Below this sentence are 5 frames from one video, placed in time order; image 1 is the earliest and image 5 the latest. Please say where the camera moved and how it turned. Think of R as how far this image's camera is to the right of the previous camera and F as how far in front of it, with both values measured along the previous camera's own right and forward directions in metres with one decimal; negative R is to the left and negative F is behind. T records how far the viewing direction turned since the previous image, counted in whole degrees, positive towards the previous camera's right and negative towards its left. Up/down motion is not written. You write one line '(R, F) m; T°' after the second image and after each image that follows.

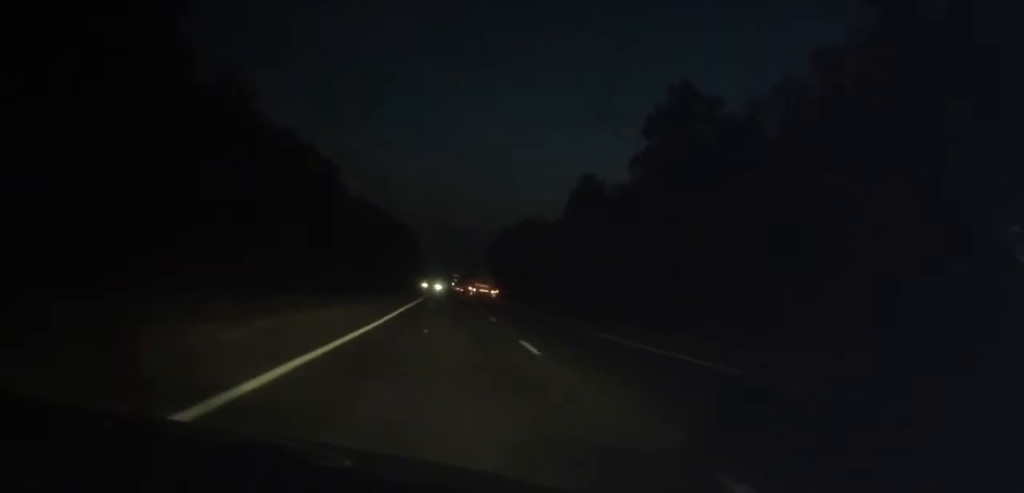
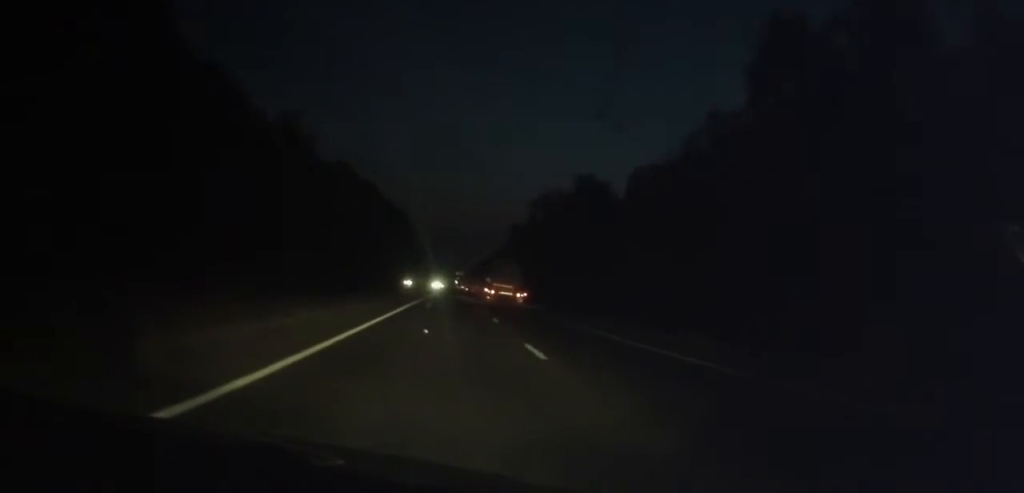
(+0.1, +66.0) m; 0°
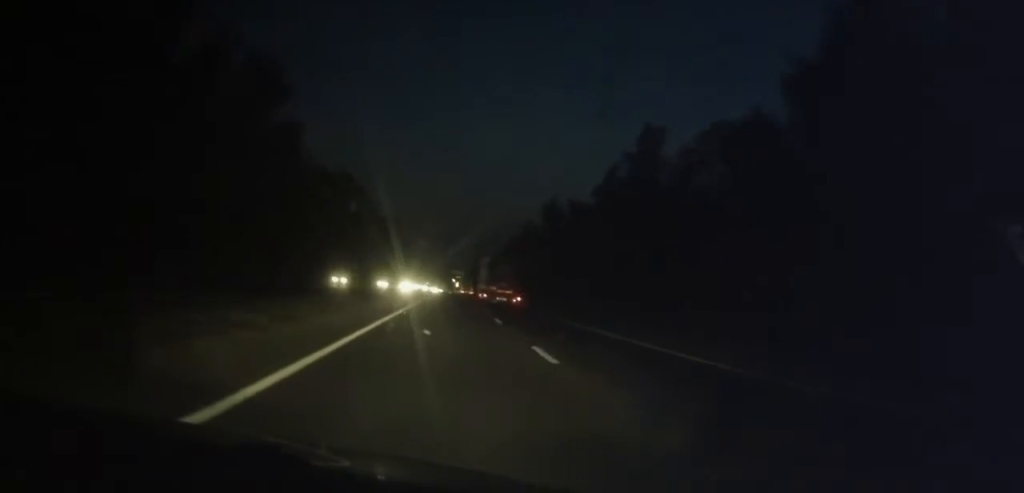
(+0.8, +356.3) m; 0°
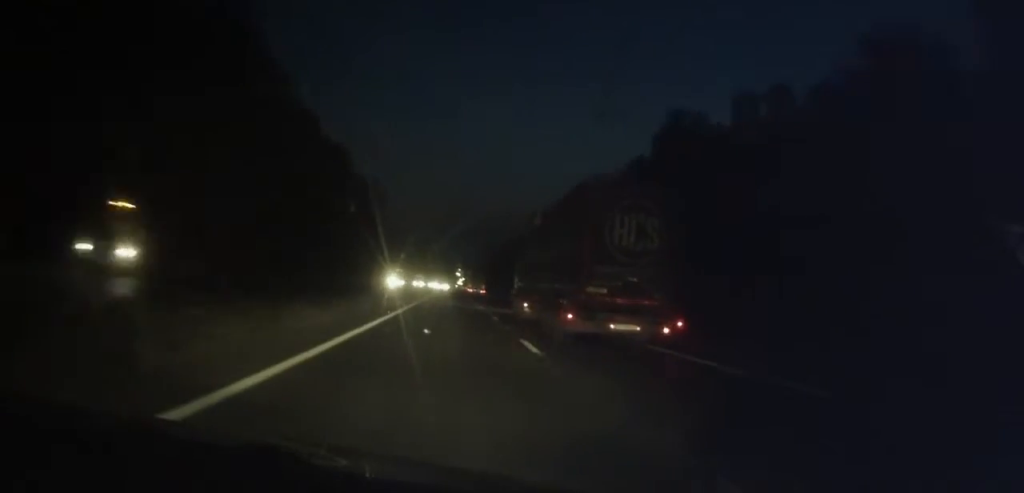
(-0.1, +160.4) m; 0°
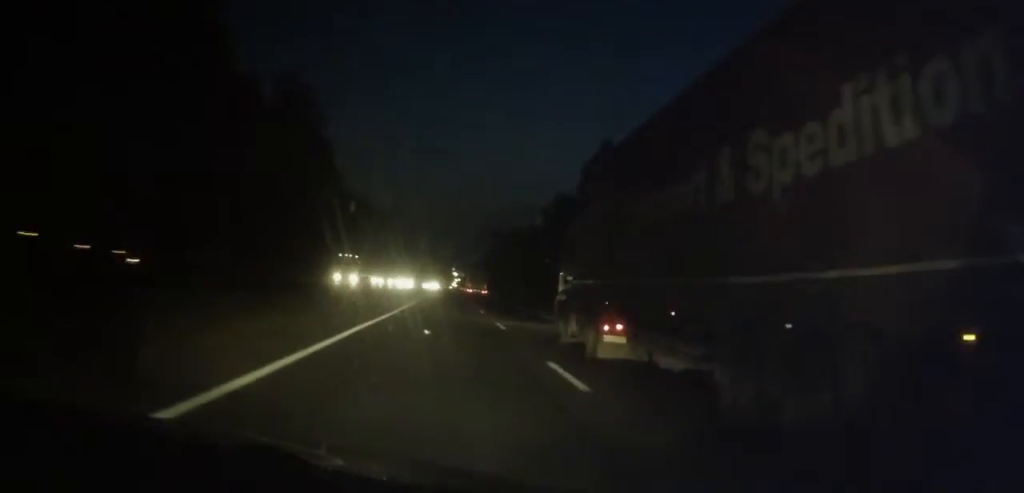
(+0.1, +73.7) m; 0°
